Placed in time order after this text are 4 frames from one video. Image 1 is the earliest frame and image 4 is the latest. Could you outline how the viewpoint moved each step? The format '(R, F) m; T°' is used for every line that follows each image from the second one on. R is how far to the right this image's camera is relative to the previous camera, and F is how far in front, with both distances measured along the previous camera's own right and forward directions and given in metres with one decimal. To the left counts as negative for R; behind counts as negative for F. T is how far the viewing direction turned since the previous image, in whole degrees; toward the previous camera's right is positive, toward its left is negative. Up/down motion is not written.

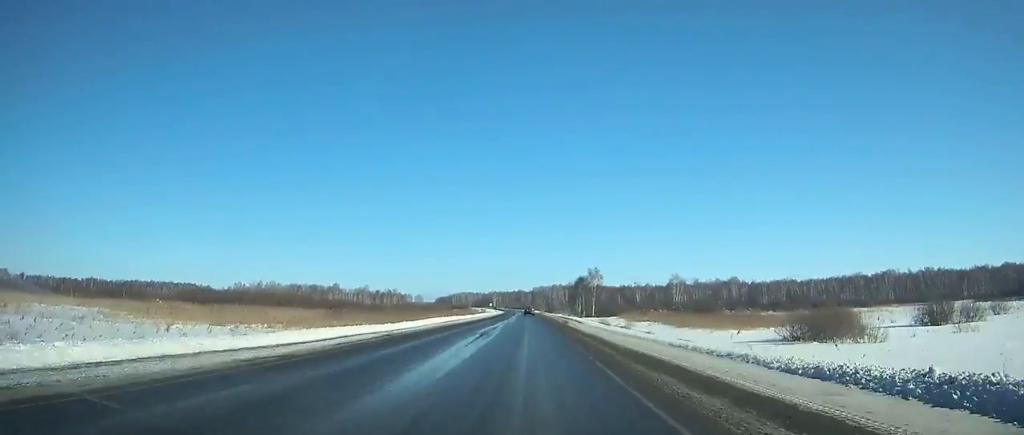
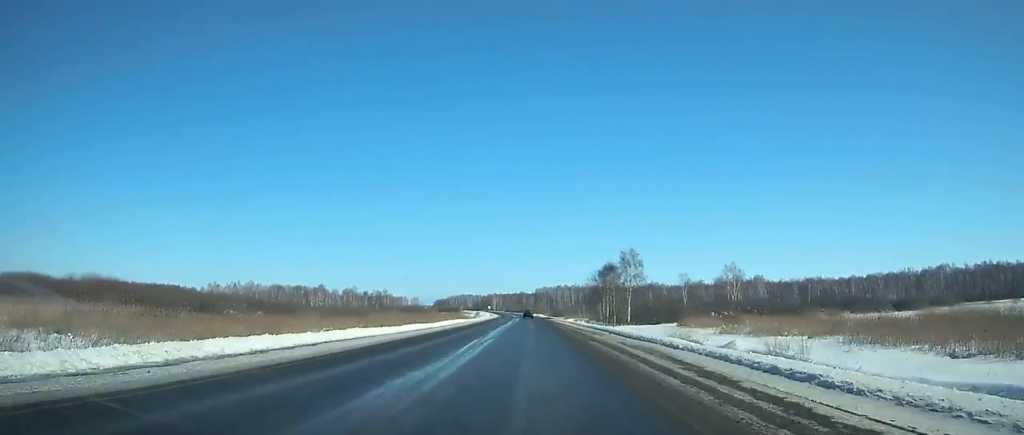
(+0.2, +48.8) m; 0°
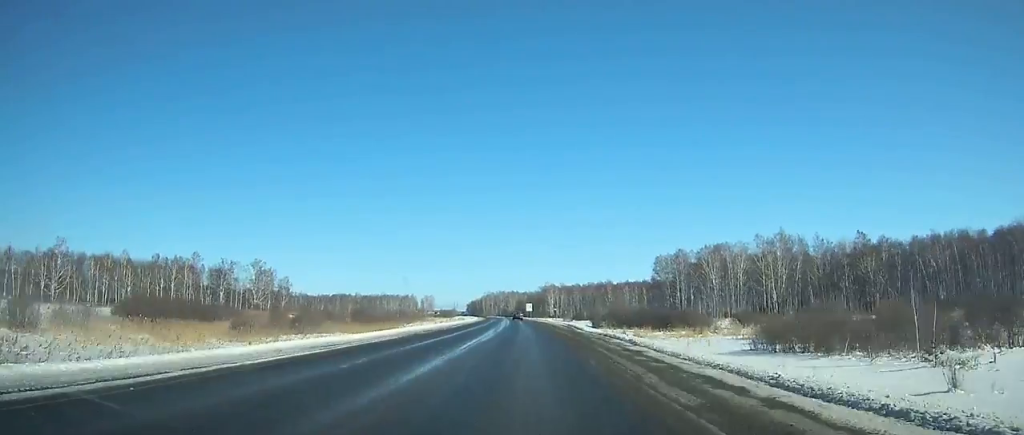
(-17.9, +323.5) m; -7°
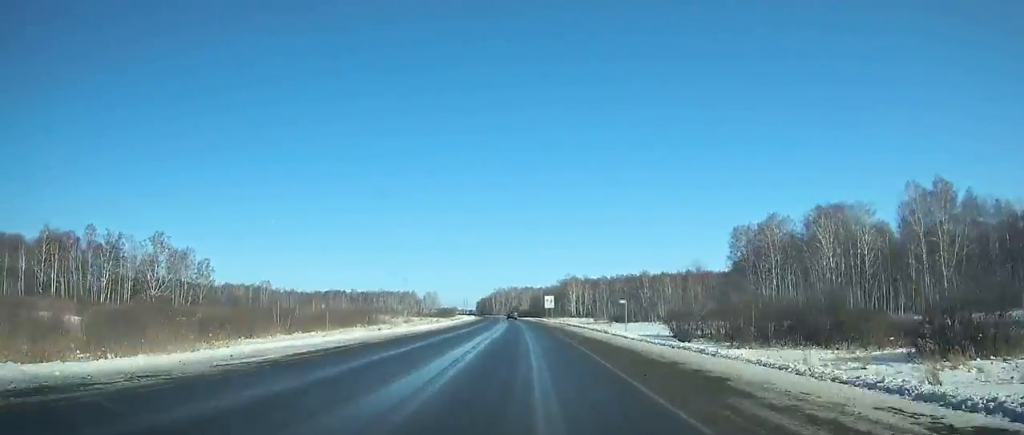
(-0.7, +64.0) m; -1°
